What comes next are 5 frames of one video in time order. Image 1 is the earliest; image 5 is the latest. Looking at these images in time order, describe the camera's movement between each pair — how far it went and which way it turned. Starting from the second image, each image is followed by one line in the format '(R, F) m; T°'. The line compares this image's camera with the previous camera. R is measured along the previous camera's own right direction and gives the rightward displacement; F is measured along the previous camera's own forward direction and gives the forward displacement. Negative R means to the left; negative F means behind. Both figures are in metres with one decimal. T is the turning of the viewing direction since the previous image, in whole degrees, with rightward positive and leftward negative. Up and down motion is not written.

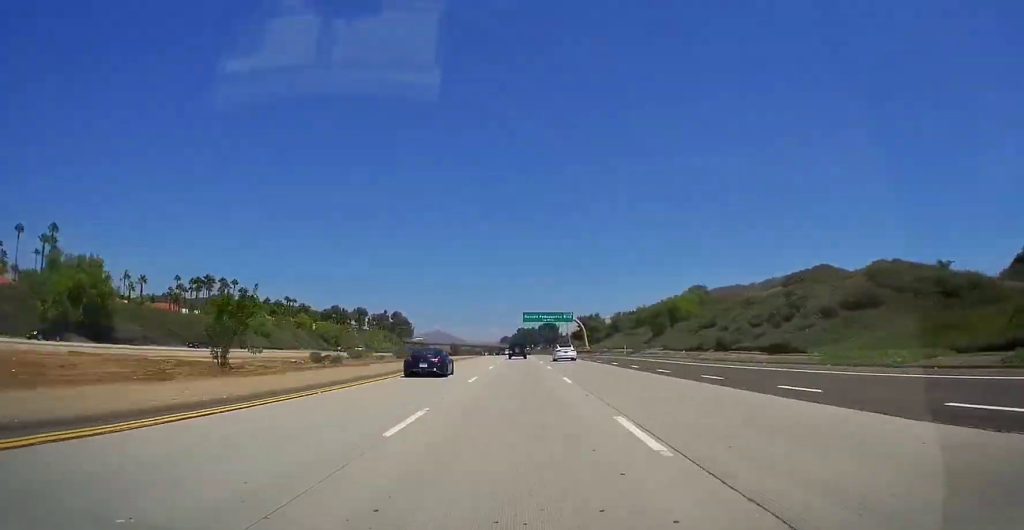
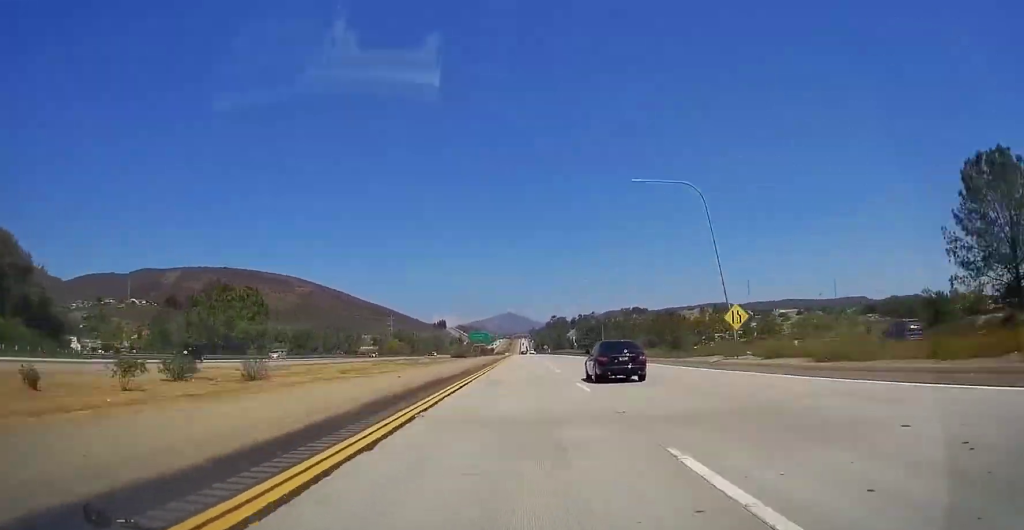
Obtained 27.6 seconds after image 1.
(-65.7, +853.4) m; -6°
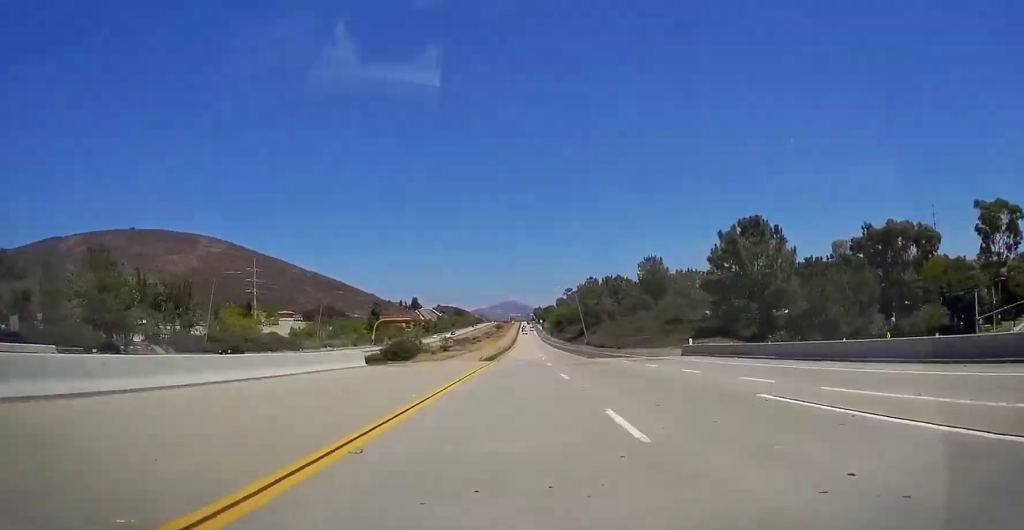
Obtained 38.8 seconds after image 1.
(+1.8, +358.4) m; +1°
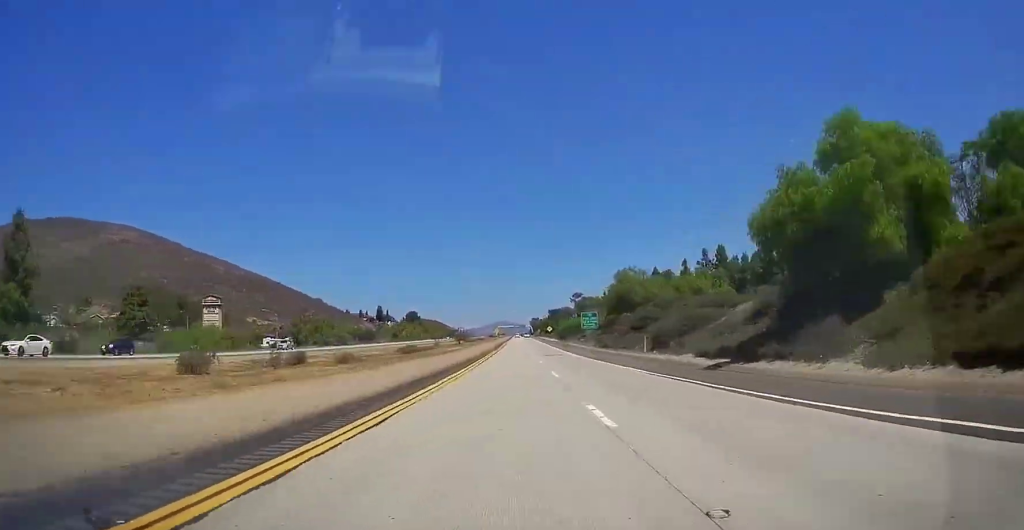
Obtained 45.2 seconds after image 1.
(+1.2, +203.3) m; 0°
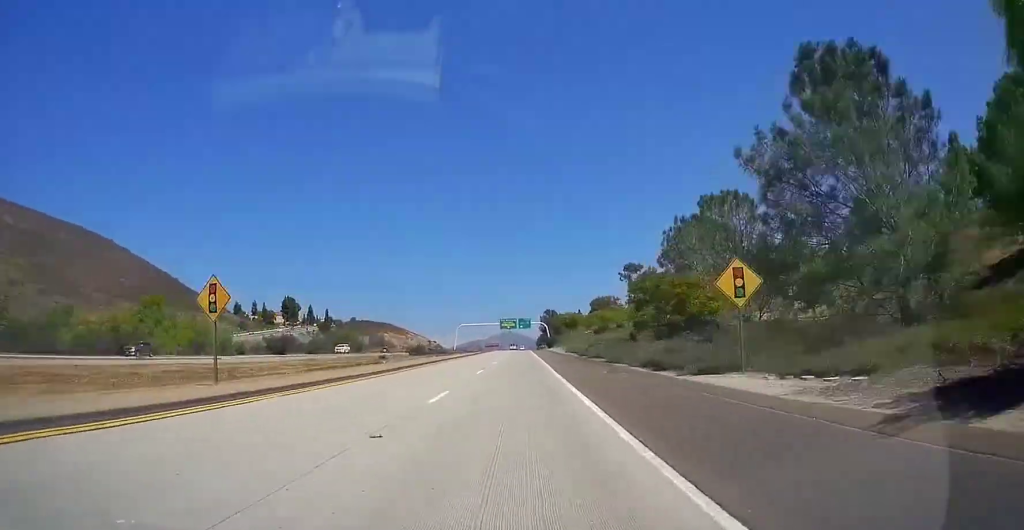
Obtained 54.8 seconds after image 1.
(-0.4, +297.9) m; 0°
